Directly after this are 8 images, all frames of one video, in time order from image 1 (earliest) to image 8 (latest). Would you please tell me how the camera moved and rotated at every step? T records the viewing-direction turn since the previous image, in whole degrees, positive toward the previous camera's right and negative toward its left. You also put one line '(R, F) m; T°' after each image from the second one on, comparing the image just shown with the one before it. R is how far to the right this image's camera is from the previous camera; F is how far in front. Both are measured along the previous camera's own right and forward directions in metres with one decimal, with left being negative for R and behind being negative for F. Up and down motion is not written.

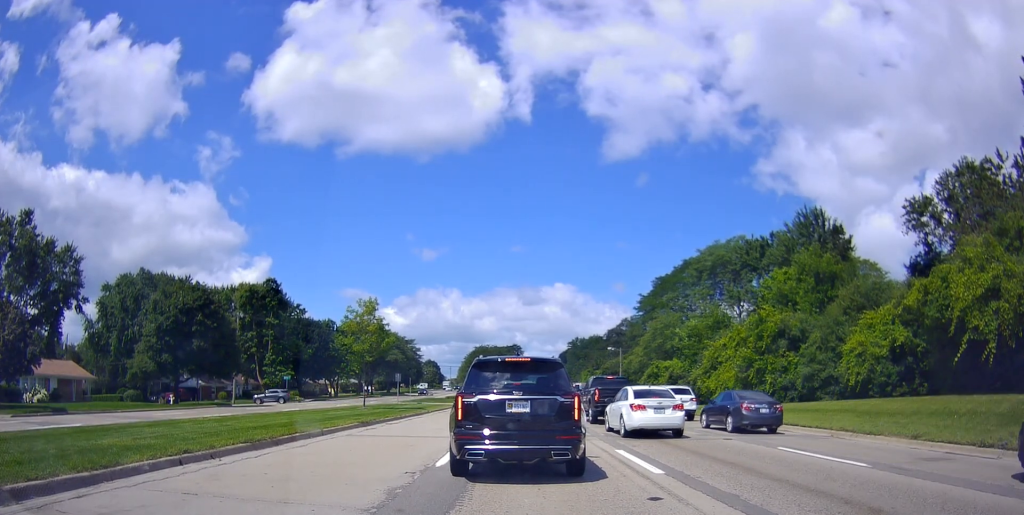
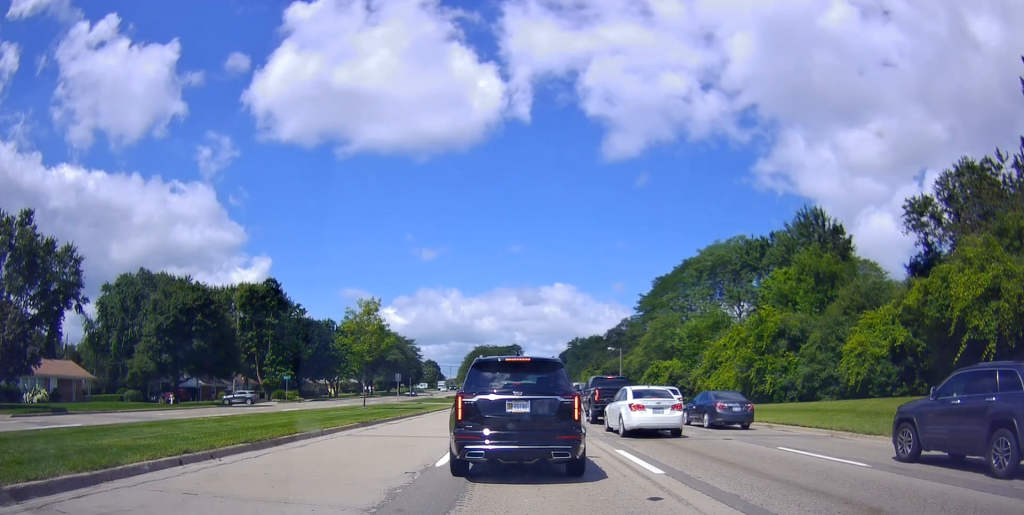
(-0.1, +0.1) m; 0°
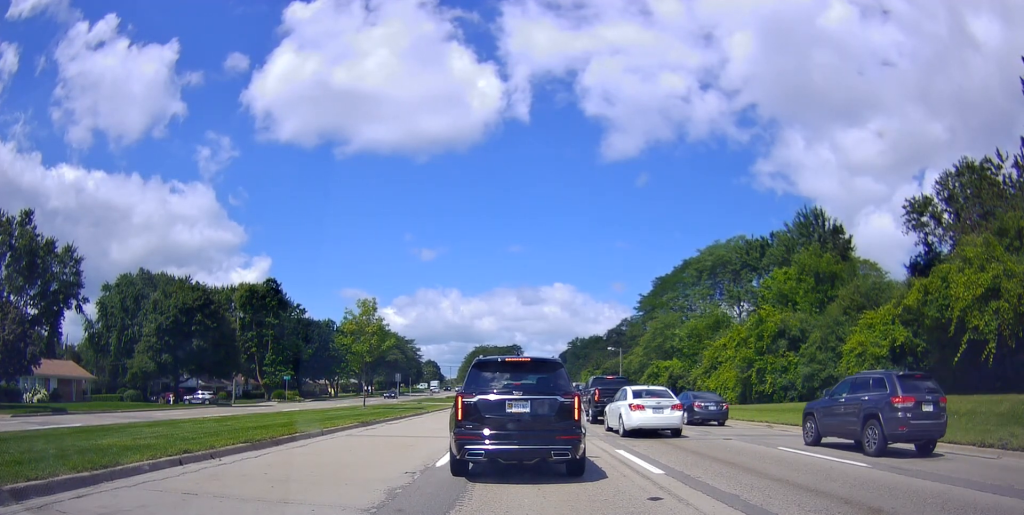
(-0.1, +0.1) m; 0°
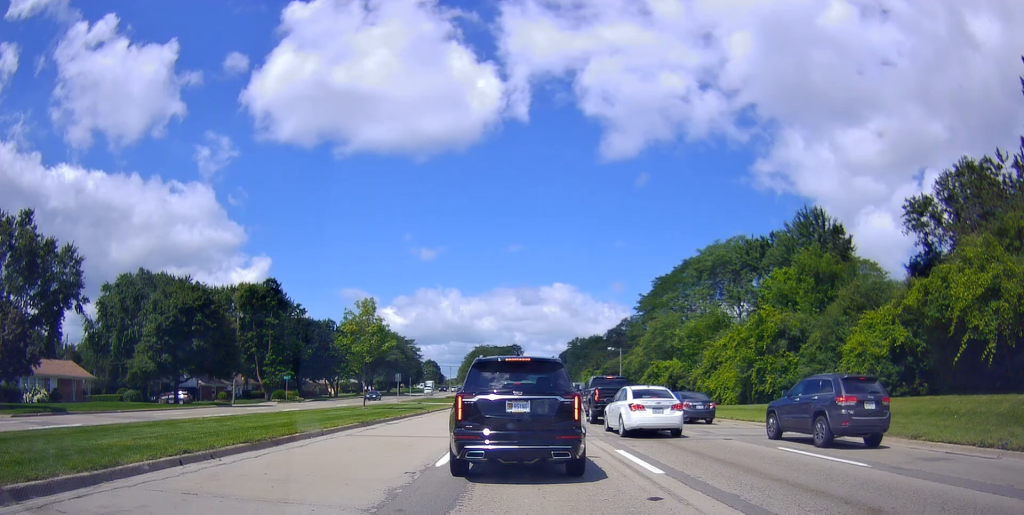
(0.0, 0.0) m; 0°
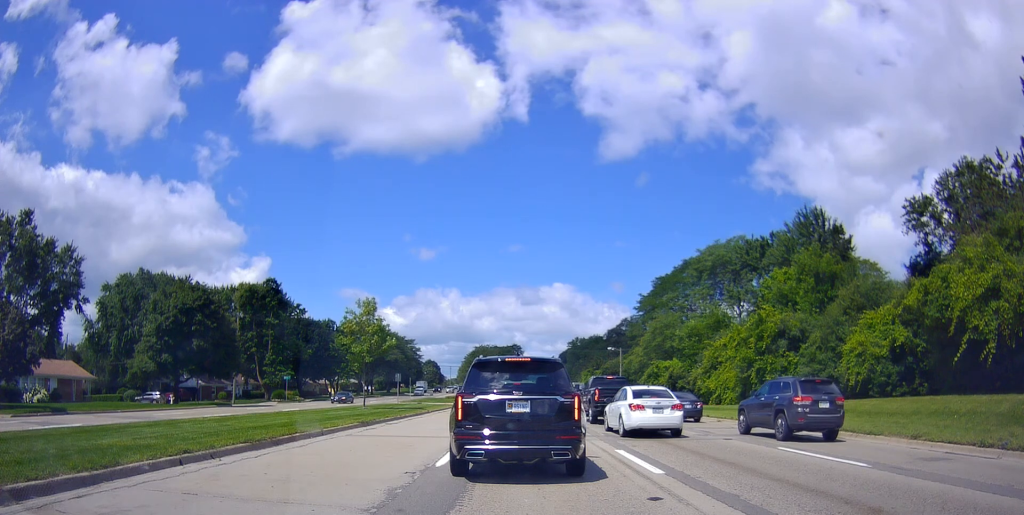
(0.0, 0.0) m; 0°
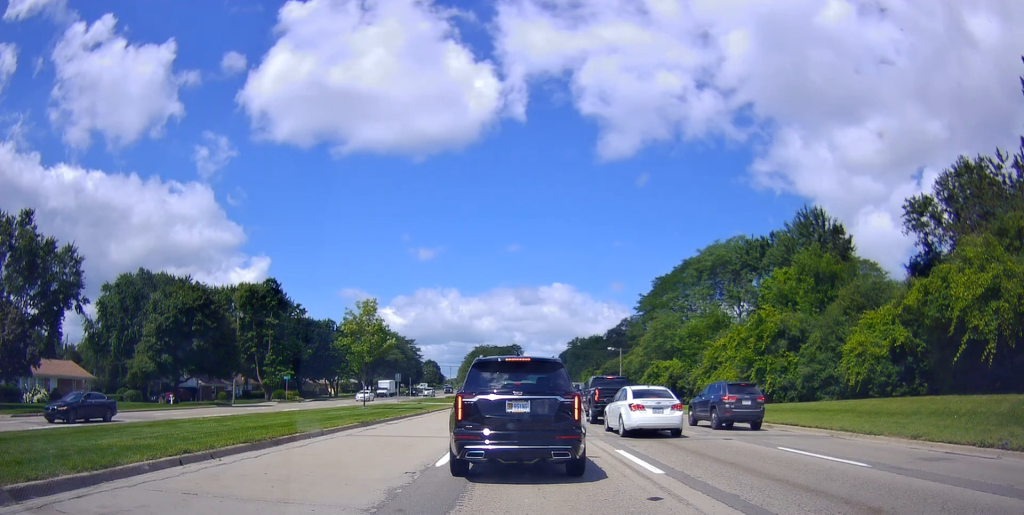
(-0.1, +0.2) m; 0°
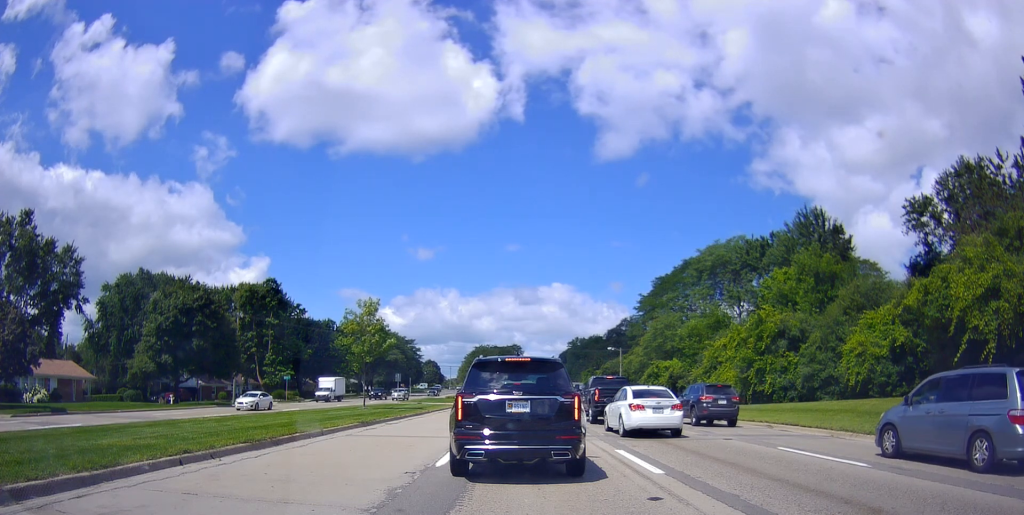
(-0.1, +0.2) m; 0°
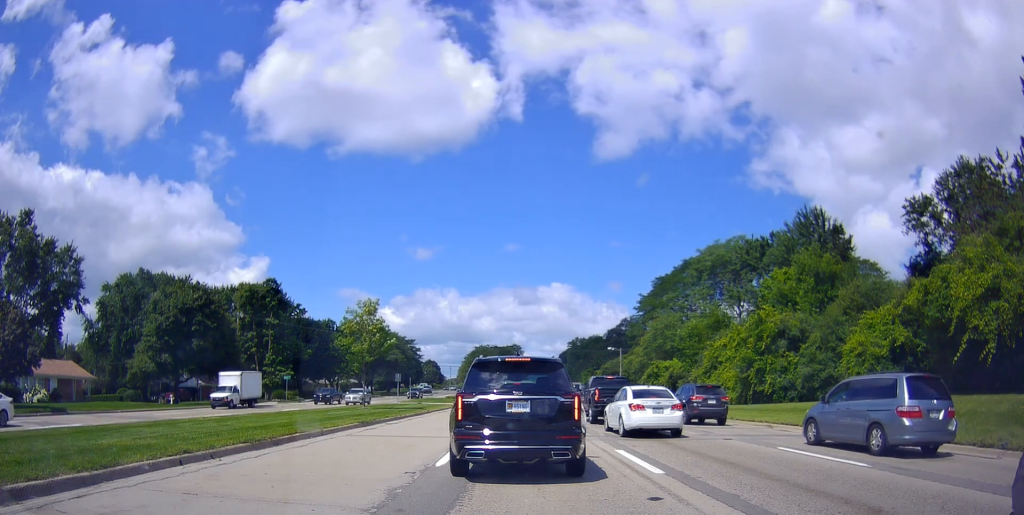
(-0.1, +0.1) m; 0°
